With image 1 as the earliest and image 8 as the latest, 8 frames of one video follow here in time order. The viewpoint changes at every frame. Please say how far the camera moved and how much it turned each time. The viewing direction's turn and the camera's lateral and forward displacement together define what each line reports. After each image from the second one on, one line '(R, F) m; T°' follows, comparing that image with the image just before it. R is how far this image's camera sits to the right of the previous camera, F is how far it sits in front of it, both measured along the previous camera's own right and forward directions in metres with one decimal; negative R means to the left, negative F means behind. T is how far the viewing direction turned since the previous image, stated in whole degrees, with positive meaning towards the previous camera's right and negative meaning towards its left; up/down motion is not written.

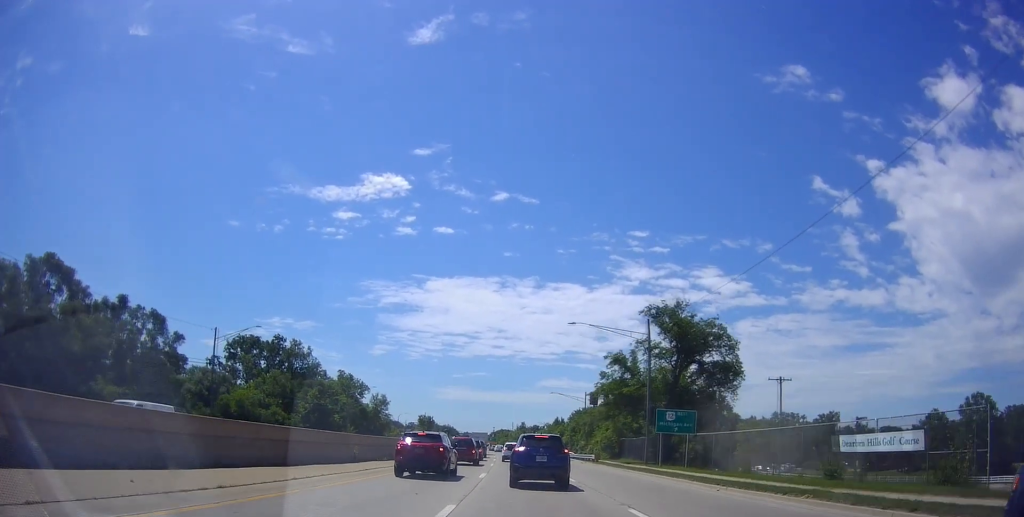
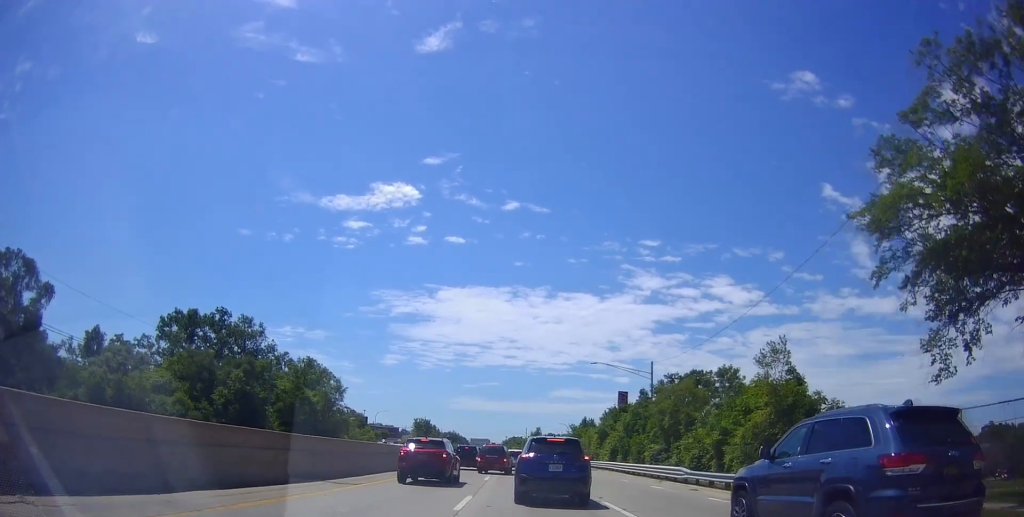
(-1.4, +45.0) m; -1°
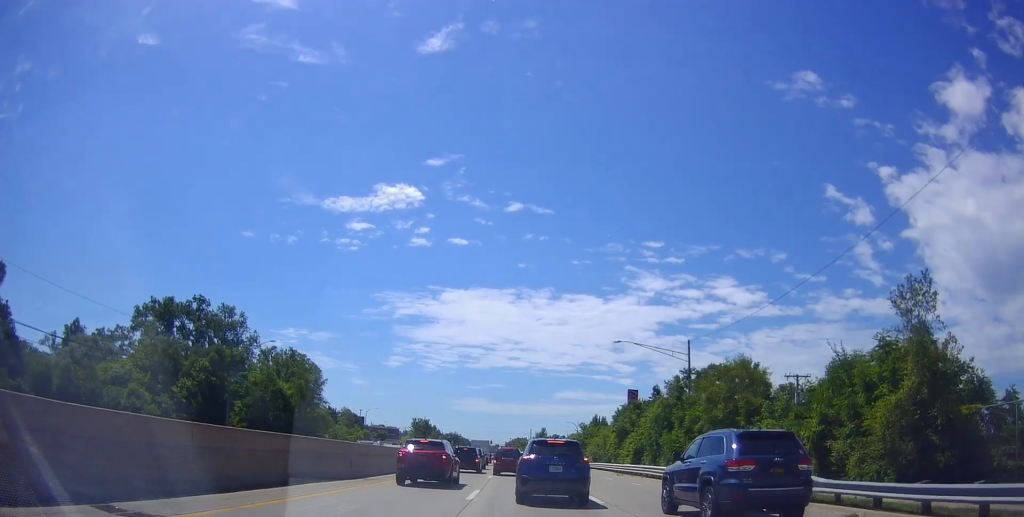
(+0.4, +14.6) m; 0°
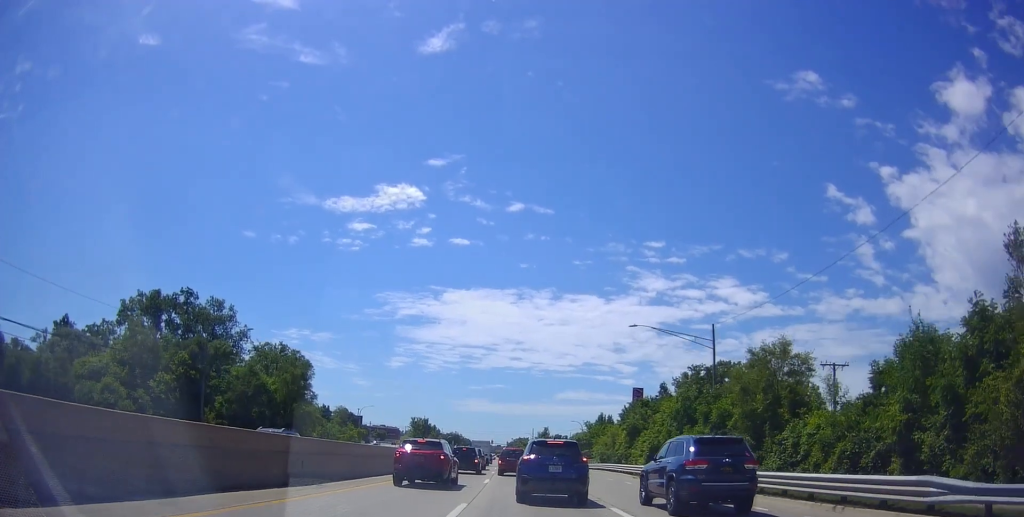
(-0.3, +7.0) m; 0°
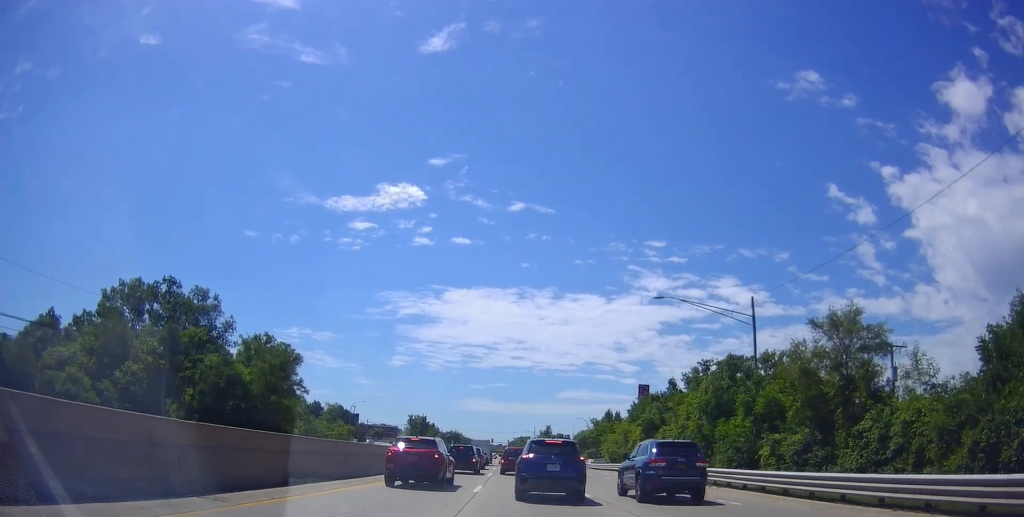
(-0.2, +8.8) m; 0°
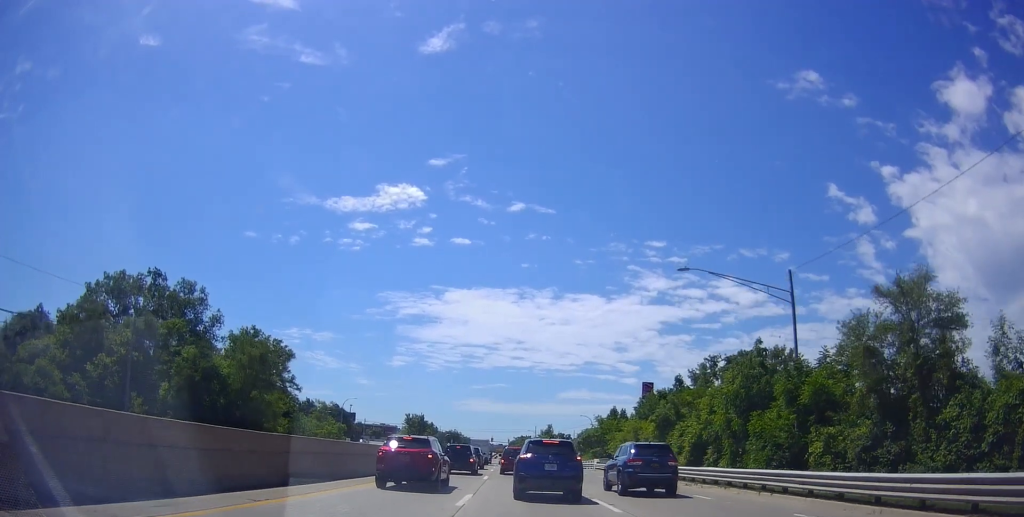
(+0.3, +6.3) m; +1°
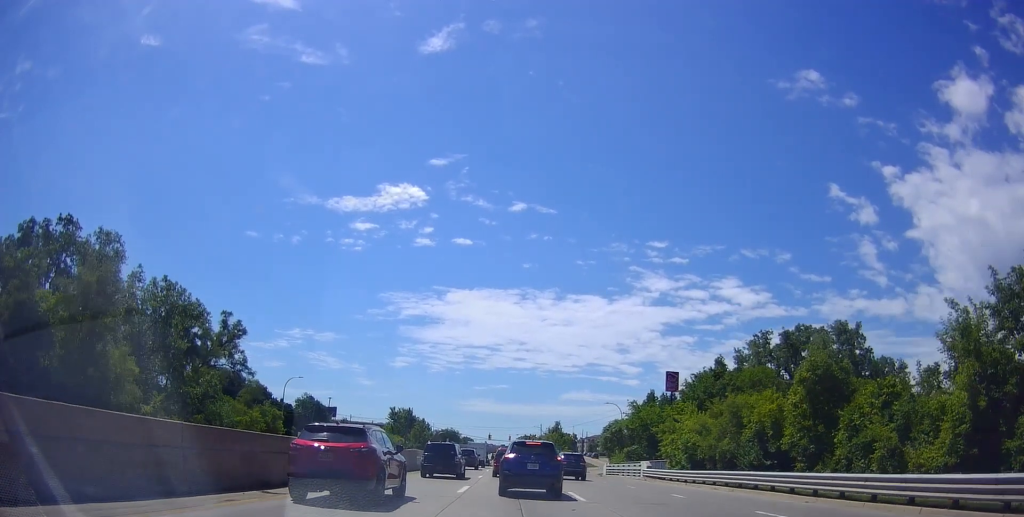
(-1.3, +30.3) m; -4°
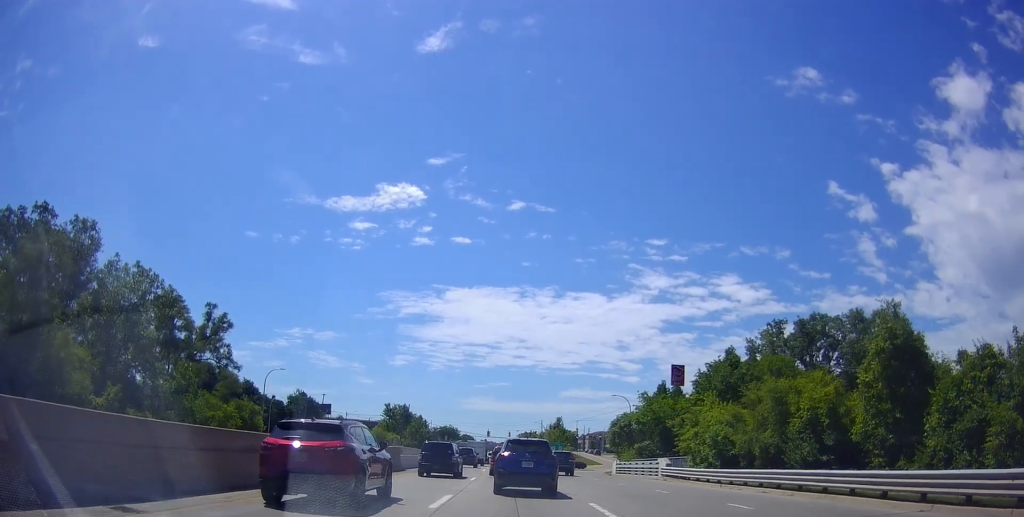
(+0.2, +6.2) m; 0°
